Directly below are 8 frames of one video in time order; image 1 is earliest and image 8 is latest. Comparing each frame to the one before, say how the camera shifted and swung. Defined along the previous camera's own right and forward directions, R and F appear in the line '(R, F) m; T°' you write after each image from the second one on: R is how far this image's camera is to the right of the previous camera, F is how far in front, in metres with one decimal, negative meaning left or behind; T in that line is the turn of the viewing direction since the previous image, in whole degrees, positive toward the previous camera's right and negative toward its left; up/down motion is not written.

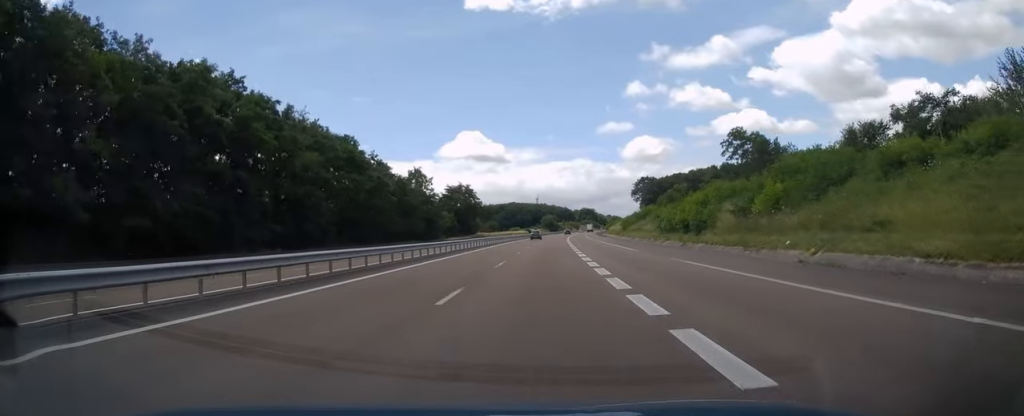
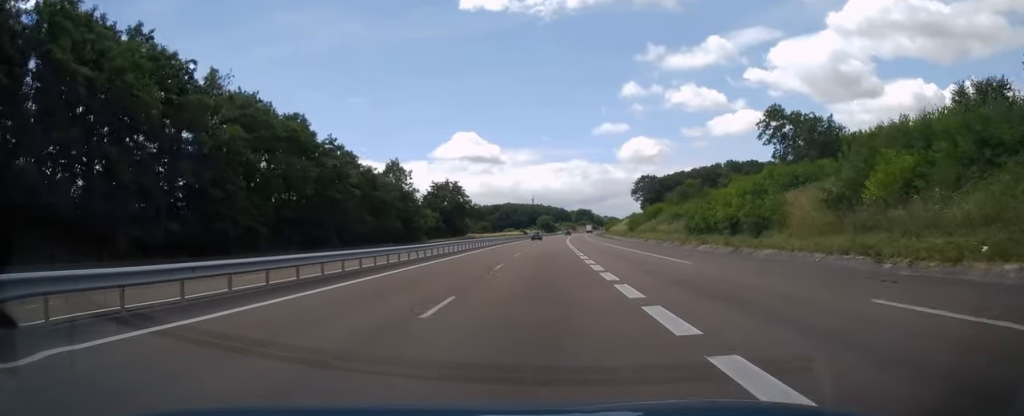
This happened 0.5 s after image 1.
(+0.1, +17.2) m; 0°
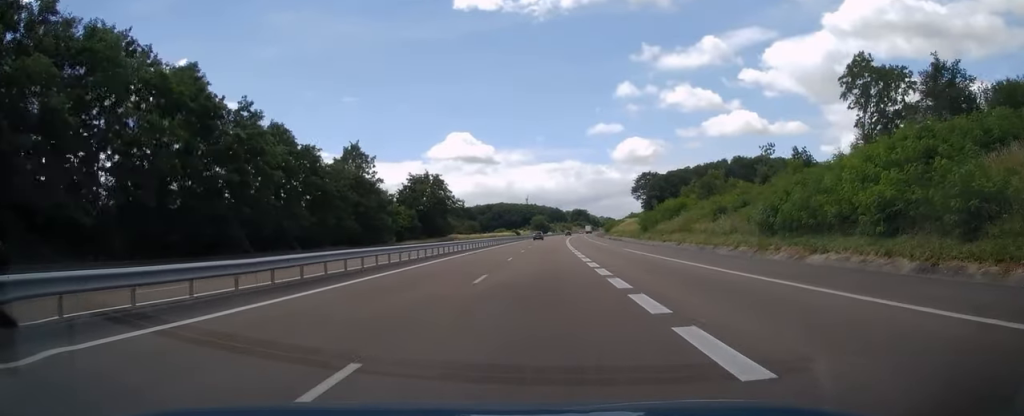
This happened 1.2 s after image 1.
(+0.1, +22.1) m; +1°
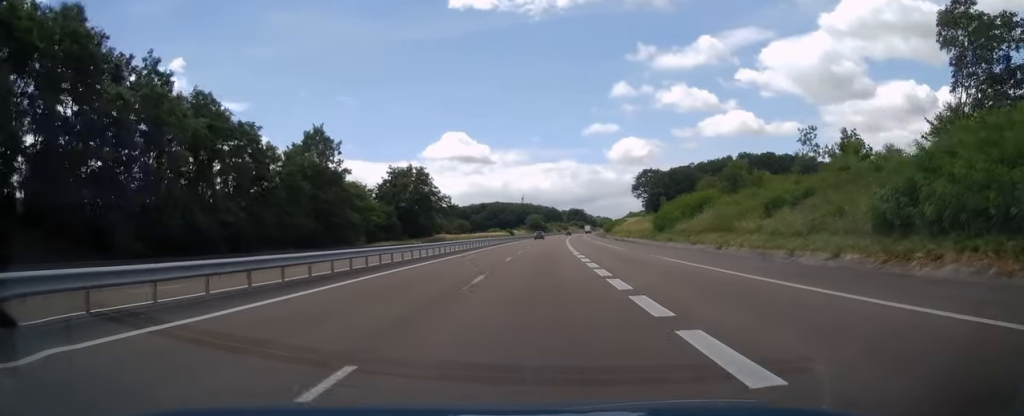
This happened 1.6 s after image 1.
(0.0, +14.2) m; 0°
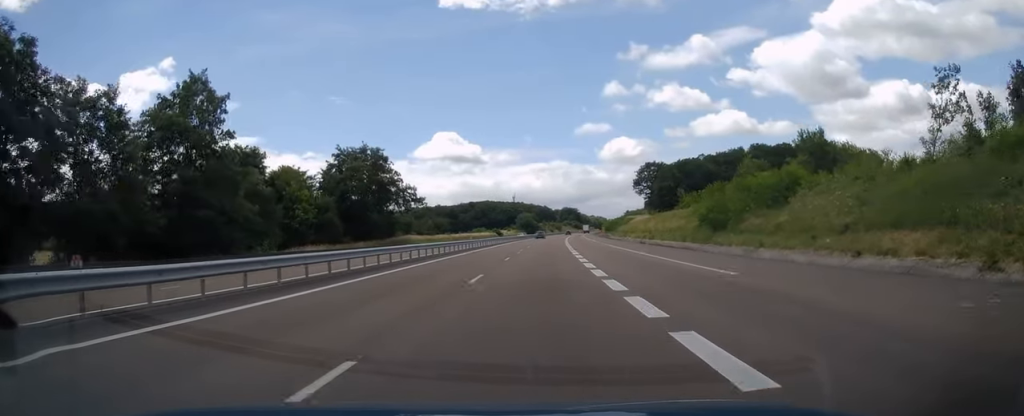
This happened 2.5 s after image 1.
(+0.1, +27.9) m; +1°
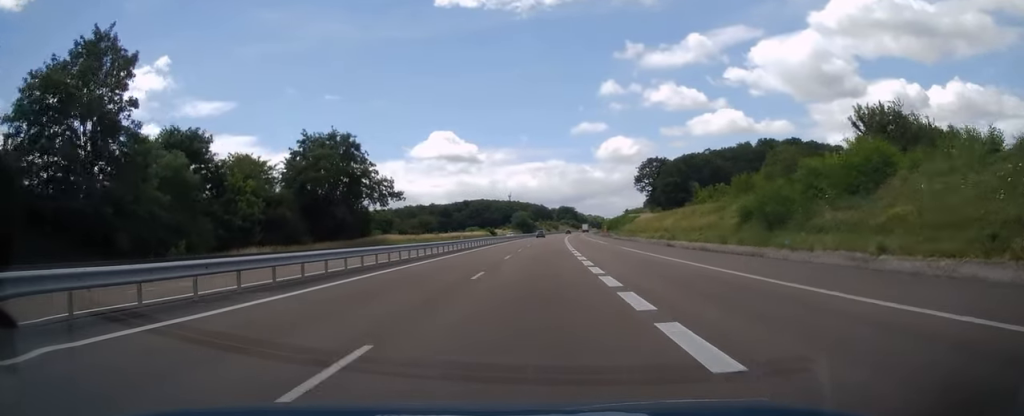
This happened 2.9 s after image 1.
(0.0, +13.1) m; 0°
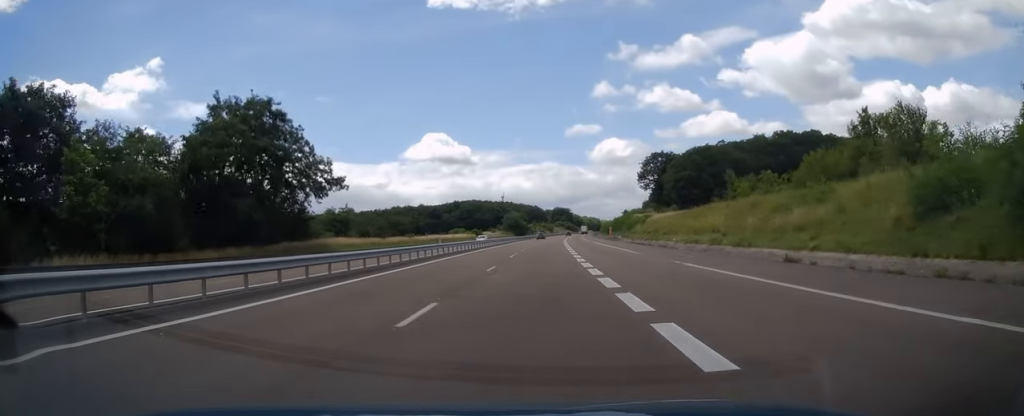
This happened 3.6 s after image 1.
(+0.2, +21.8) m; +1°
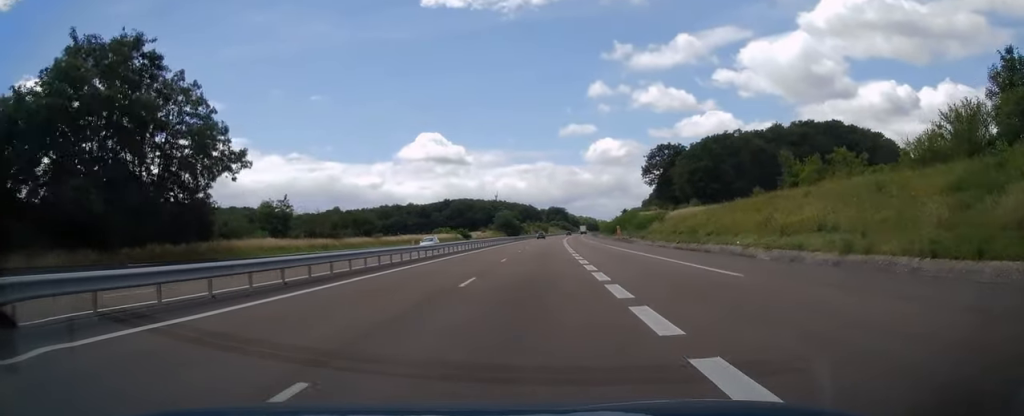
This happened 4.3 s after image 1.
(+0.1, +19.1) m; +1°
